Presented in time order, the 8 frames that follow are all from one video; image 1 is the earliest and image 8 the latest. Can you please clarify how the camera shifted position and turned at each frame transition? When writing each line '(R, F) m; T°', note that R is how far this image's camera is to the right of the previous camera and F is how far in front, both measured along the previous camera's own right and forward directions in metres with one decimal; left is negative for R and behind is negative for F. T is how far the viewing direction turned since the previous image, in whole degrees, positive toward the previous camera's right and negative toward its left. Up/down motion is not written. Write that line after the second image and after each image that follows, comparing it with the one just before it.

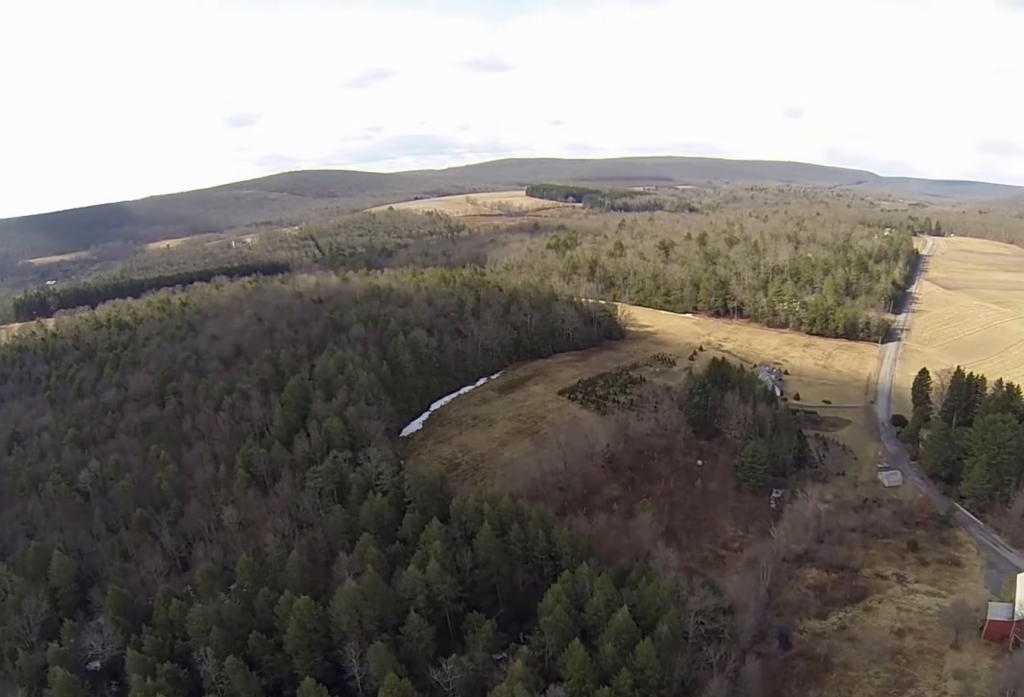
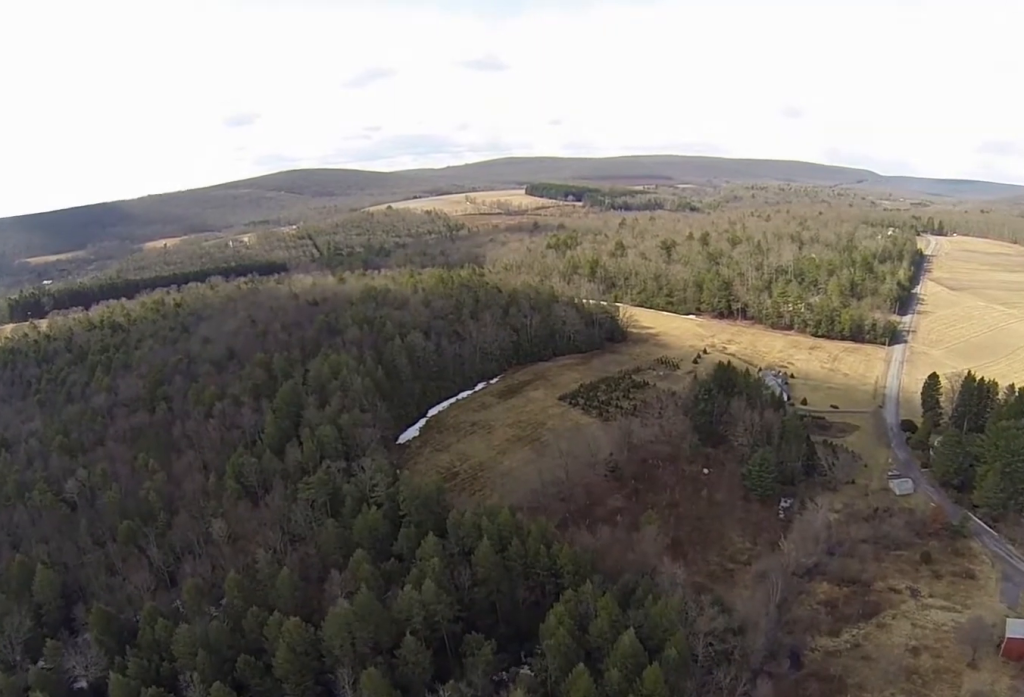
(-0.1, +6.5) m; +2°
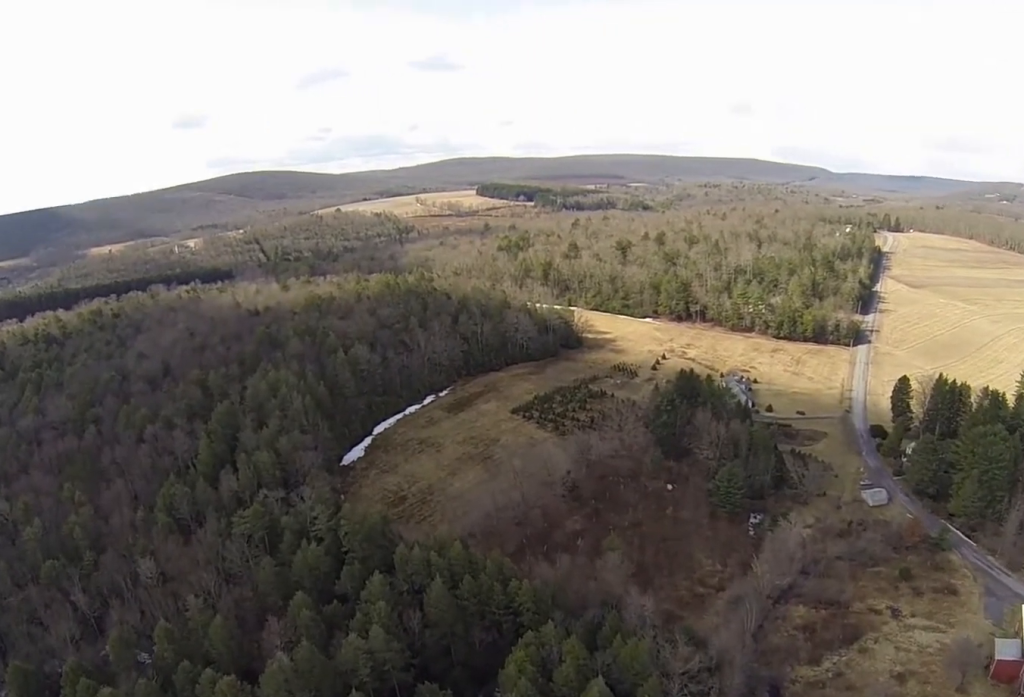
(+1.3, +13.8) m; +16°
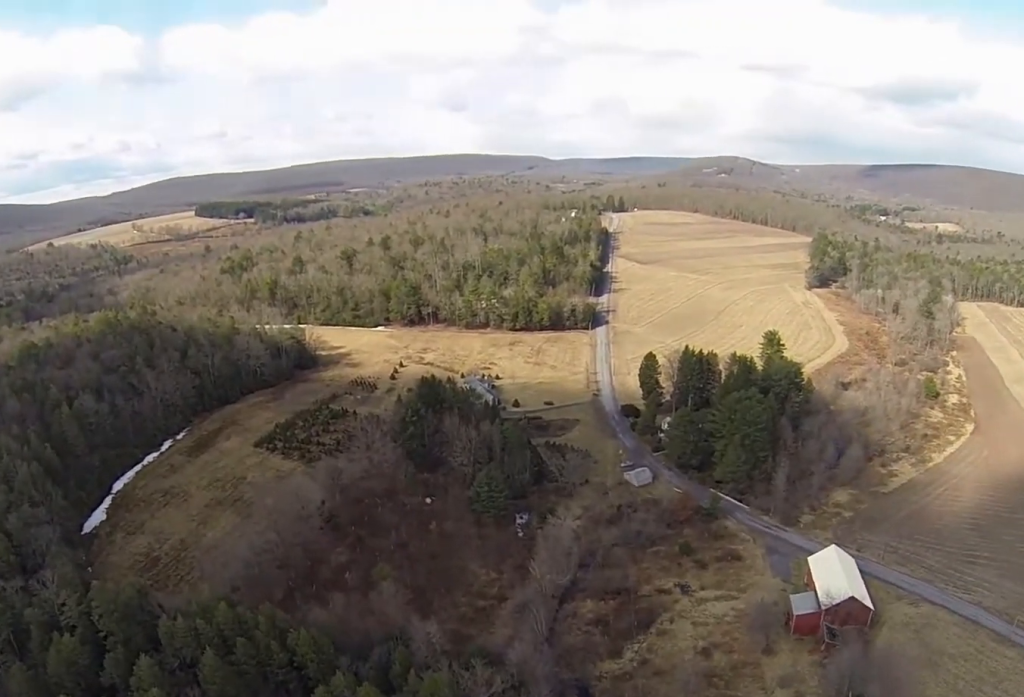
(+0.7, +6.4) m; +20°
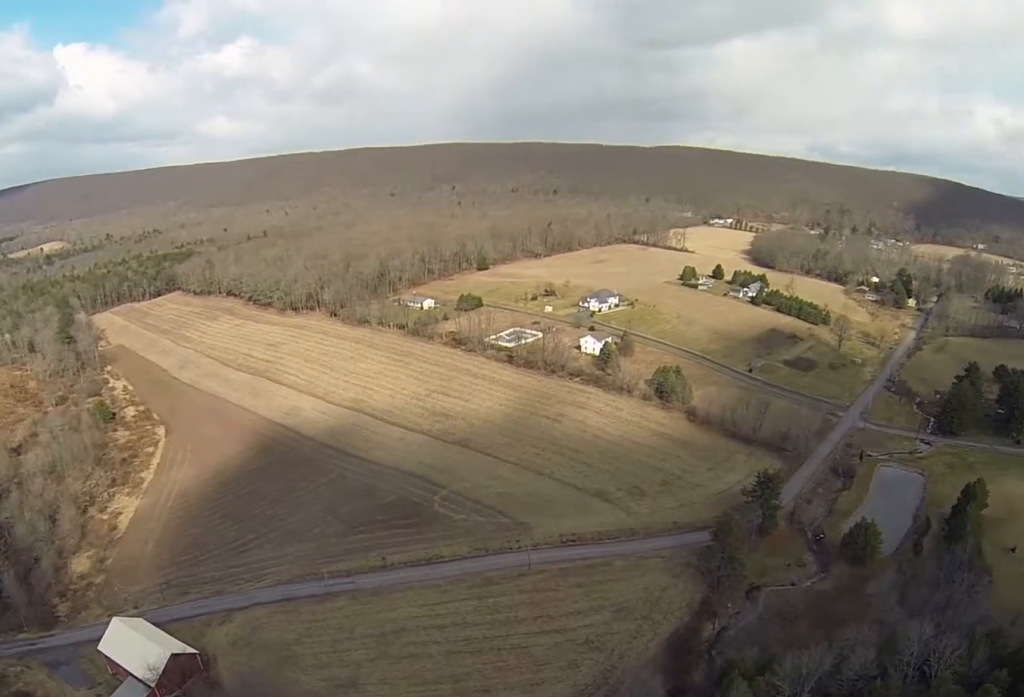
(+5.0, +5.5) m; +104°
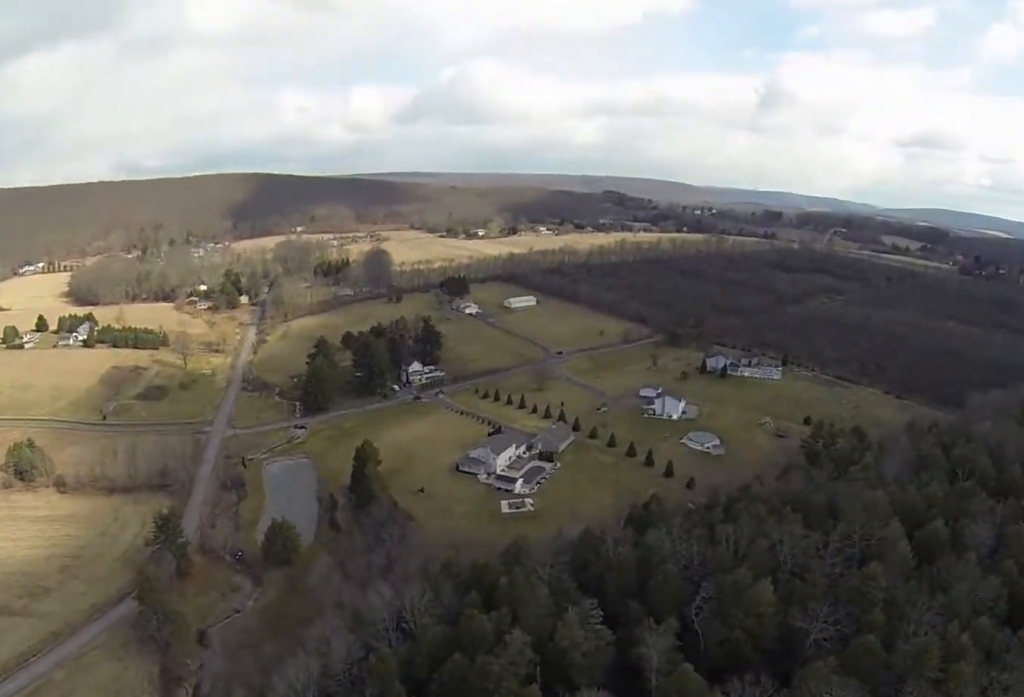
(+1.3, +3.7) m; +31°
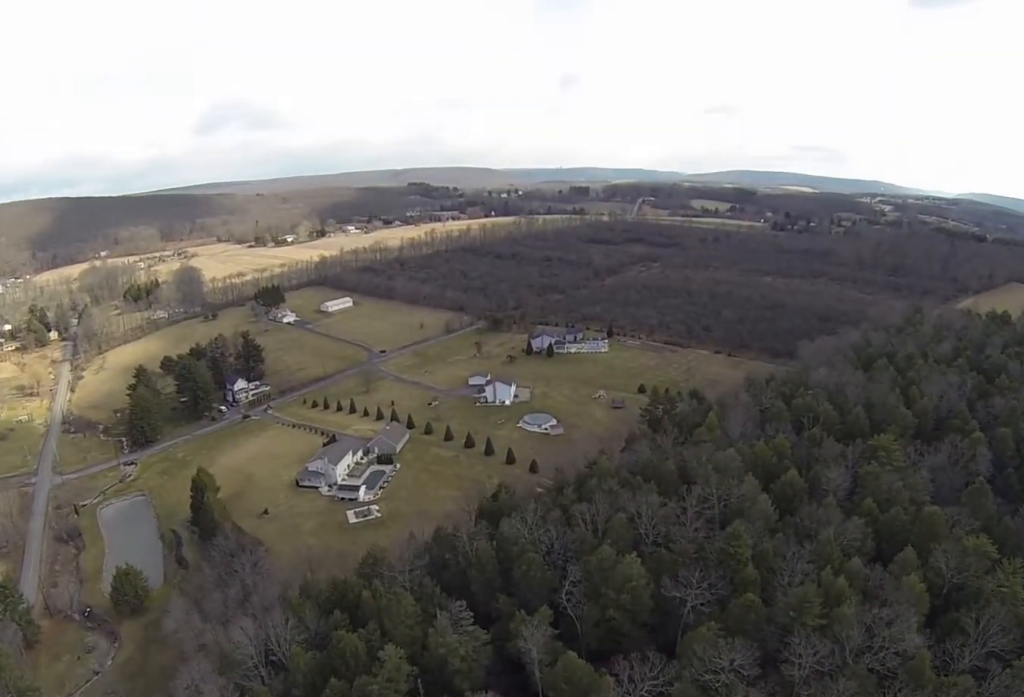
(+0.5, +3.0) m; +15°
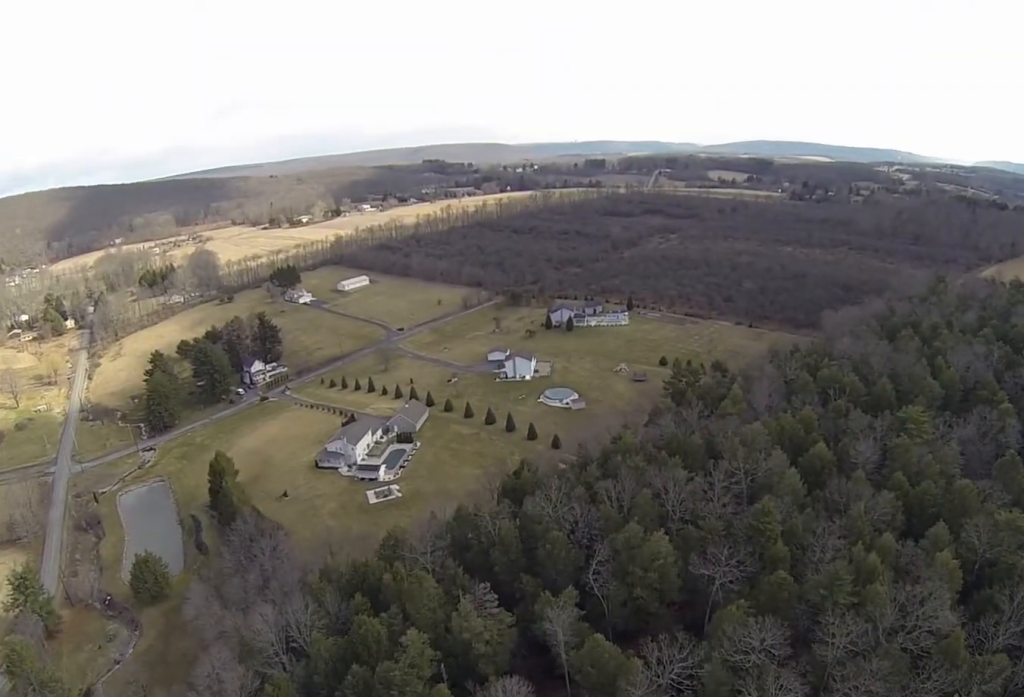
(+0.3, +3.8) m; +5°
